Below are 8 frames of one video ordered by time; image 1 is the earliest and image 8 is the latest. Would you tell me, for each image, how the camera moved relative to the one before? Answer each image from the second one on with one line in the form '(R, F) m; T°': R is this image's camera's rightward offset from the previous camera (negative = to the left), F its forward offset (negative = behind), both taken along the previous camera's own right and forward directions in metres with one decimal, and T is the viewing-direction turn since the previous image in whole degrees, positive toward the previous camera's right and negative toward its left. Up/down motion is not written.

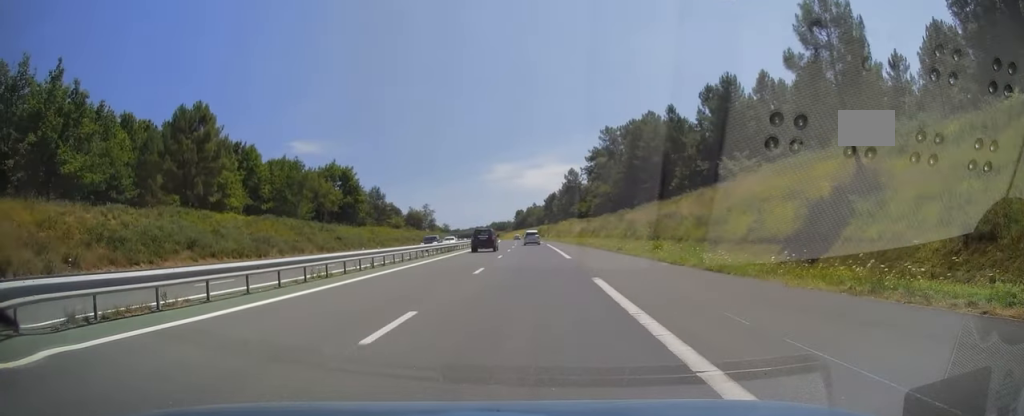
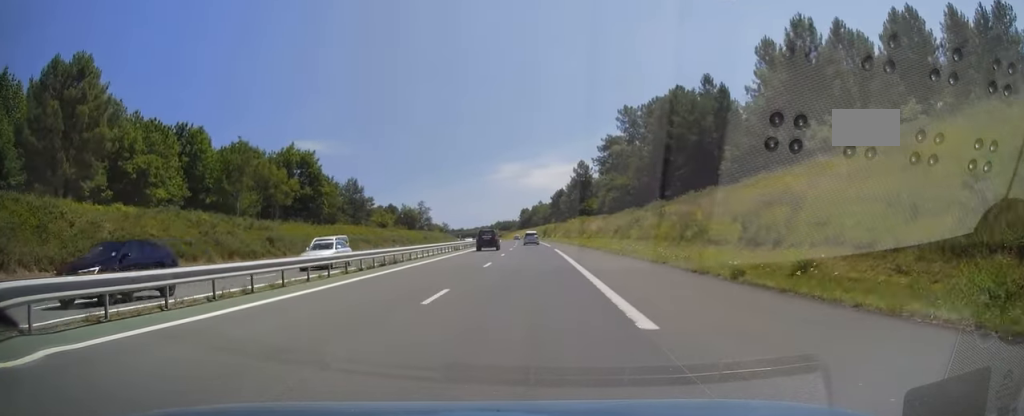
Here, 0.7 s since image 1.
(-0.2, +21.7) m; -1°
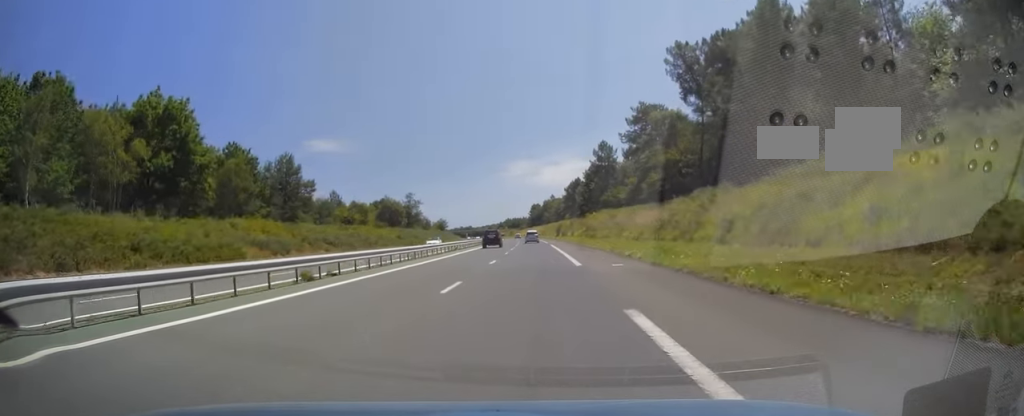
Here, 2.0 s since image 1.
(-0.3, +37.0) m; -2°
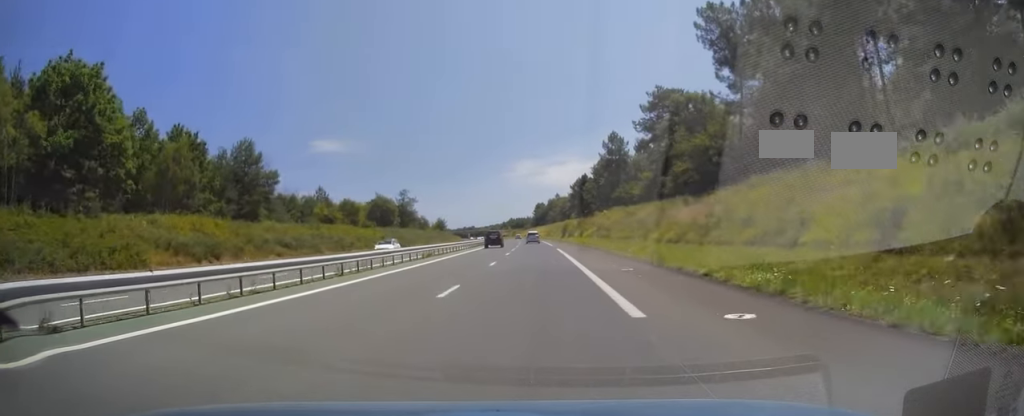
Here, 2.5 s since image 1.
(0.0, +13.9) m; -1°
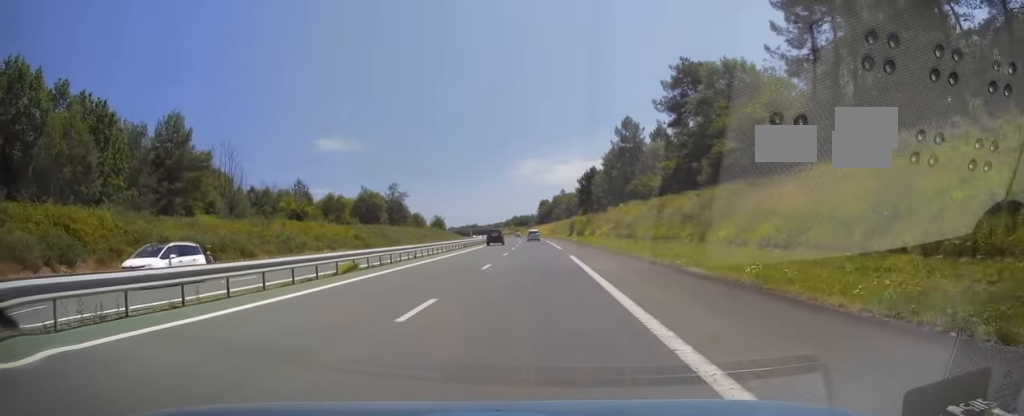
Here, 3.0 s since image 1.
(-0.2, +16.7) m; 0°
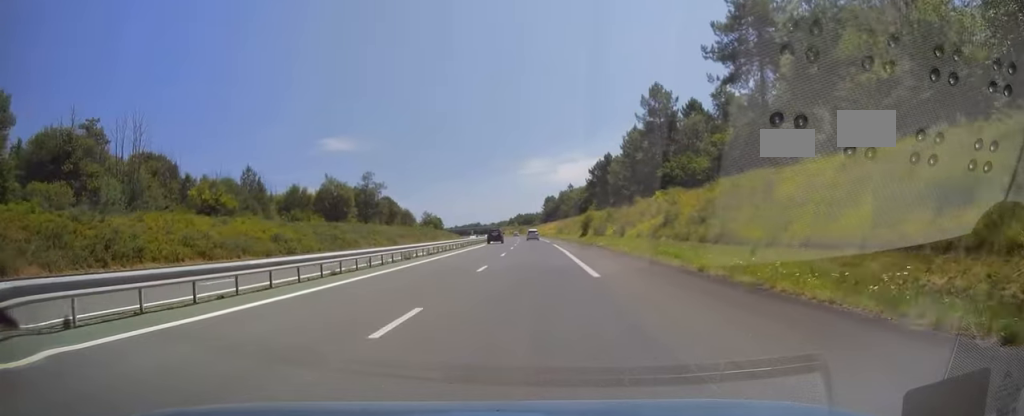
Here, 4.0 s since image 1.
(0.0, +27.7) m; 0°
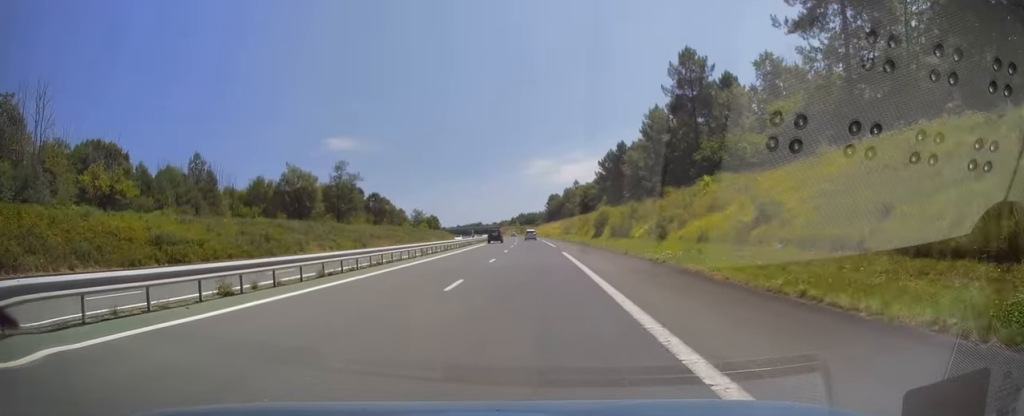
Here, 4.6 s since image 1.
(+0.2, +19.7) m; -1°
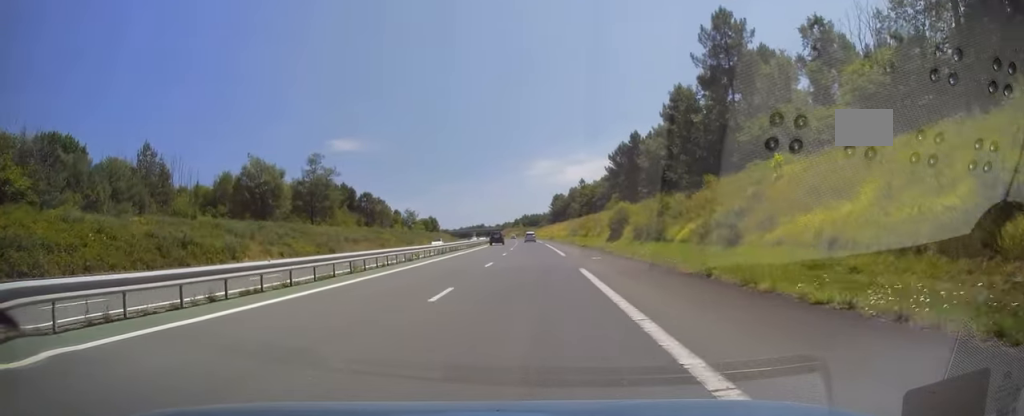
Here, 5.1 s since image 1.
(-0.4, +14.8) m; 0°
